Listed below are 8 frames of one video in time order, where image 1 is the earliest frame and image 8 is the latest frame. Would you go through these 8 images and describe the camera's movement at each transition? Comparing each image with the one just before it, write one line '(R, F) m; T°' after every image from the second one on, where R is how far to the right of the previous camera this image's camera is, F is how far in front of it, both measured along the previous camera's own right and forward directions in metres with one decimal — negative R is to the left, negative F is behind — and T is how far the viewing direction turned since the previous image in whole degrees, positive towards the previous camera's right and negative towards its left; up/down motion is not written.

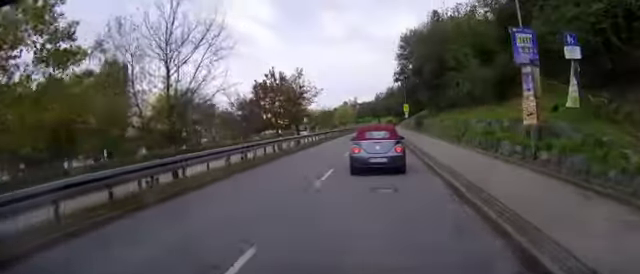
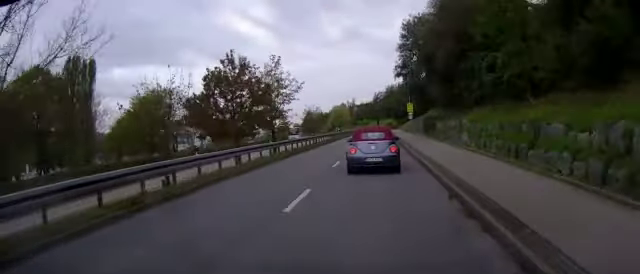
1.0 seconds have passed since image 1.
(0.0, +12.5) m; -1°
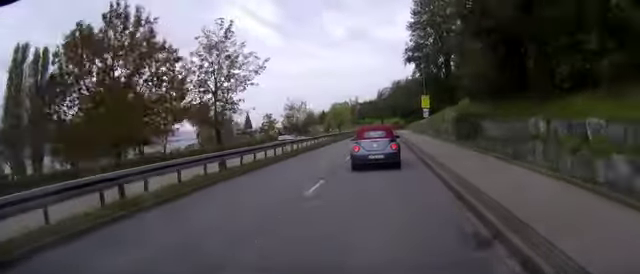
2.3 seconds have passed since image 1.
(-0.2, +16.2) m; 0°
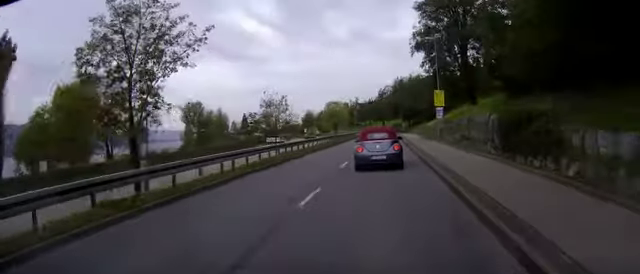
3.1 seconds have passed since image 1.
(+0.1, +10.9) m; +1°
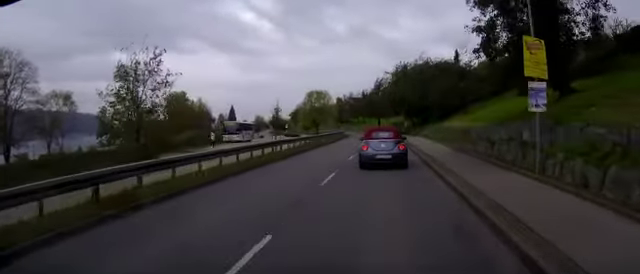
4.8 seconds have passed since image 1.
(+0.1, +23.3) m; 0°
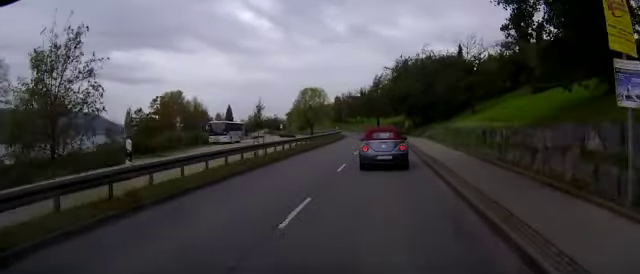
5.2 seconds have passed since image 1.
(0.0, +5.4) m; 0°
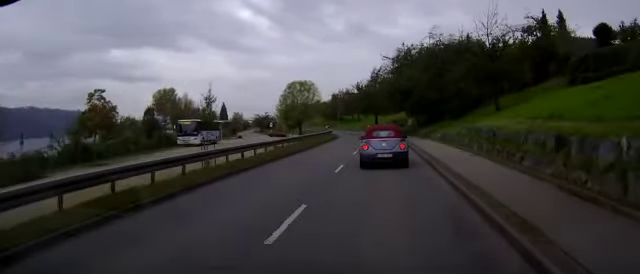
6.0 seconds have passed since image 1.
(0.0, +9.9) m; 0°
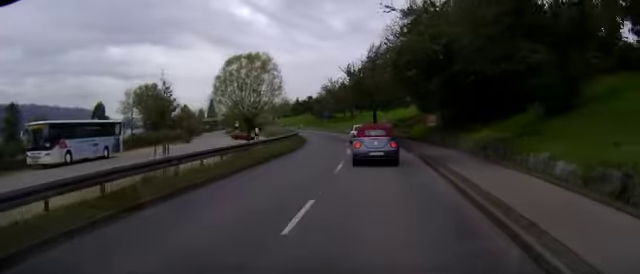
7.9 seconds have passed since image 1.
(0.0, +26.4) m; 0°
